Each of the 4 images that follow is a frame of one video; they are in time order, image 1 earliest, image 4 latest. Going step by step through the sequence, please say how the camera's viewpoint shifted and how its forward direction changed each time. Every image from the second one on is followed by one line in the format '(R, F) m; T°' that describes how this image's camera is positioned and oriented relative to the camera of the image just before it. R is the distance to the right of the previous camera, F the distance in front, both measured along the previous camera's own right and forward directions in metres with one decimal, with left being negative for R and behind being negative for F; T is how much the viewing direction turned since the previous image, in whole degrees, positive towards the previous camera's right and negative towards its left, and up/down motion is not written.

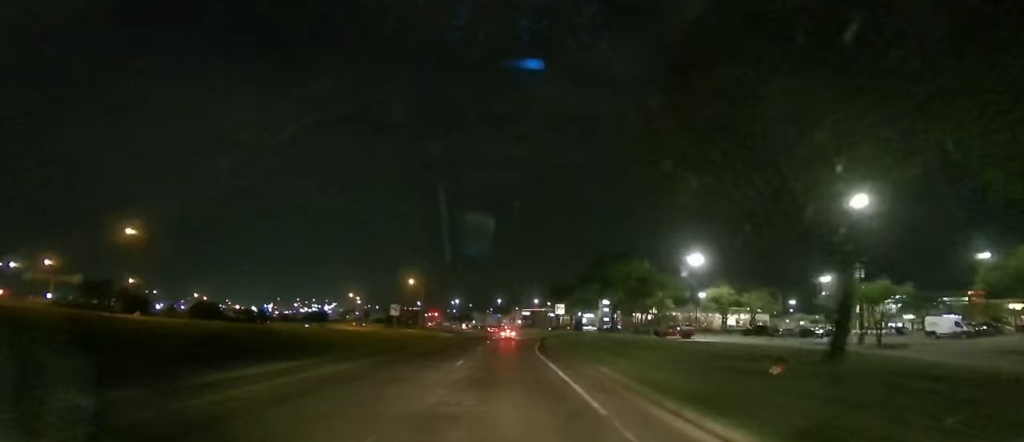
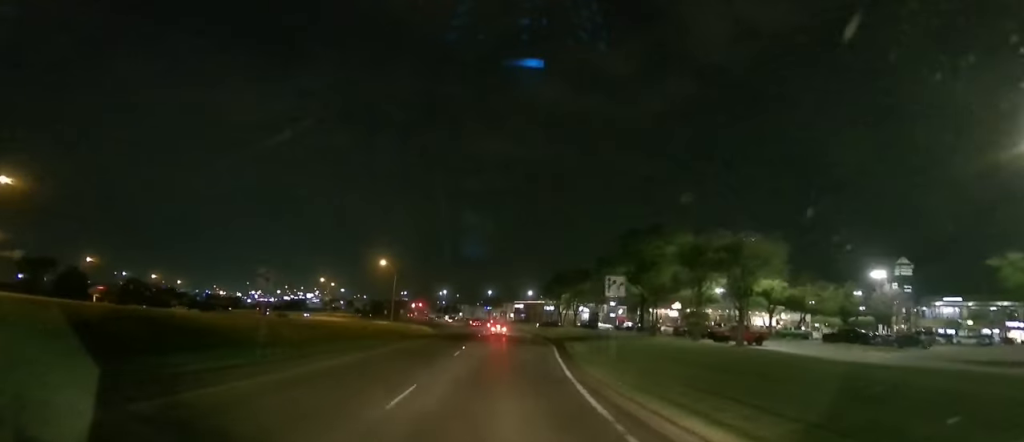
(0.0, +19.5) m; +1°
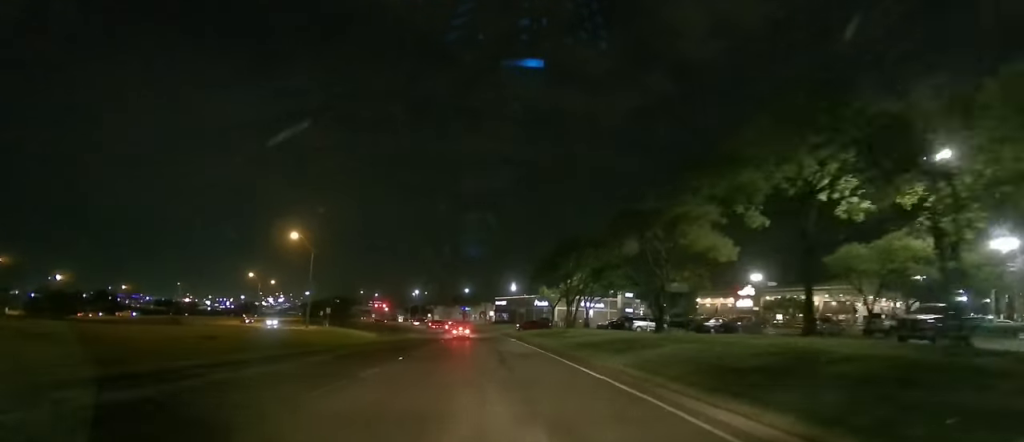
(+0.7, +32.1) m; +2°
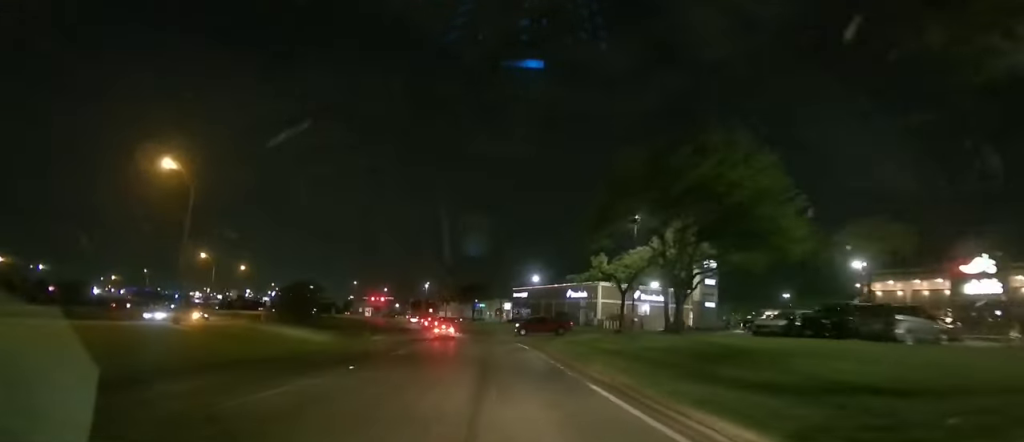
(-0.1, +28.2) m; -1°
